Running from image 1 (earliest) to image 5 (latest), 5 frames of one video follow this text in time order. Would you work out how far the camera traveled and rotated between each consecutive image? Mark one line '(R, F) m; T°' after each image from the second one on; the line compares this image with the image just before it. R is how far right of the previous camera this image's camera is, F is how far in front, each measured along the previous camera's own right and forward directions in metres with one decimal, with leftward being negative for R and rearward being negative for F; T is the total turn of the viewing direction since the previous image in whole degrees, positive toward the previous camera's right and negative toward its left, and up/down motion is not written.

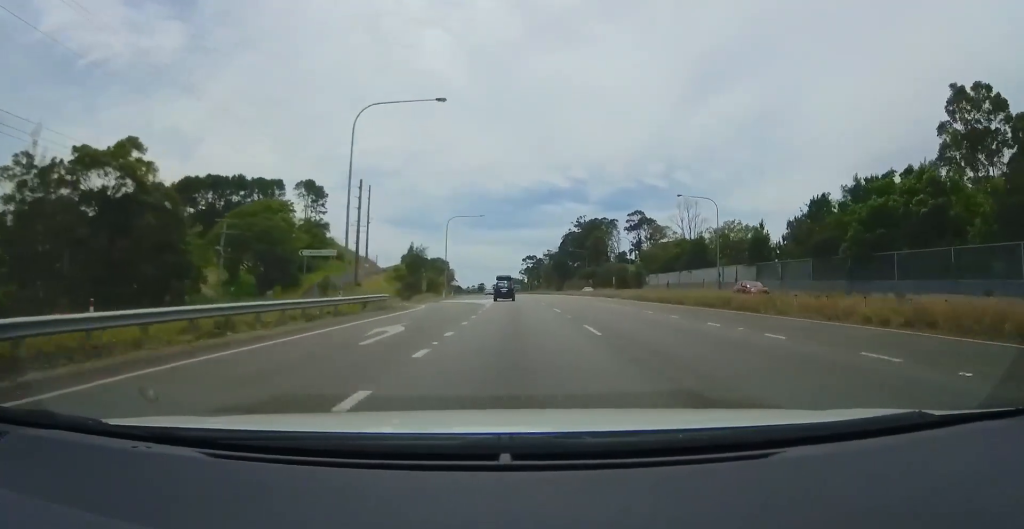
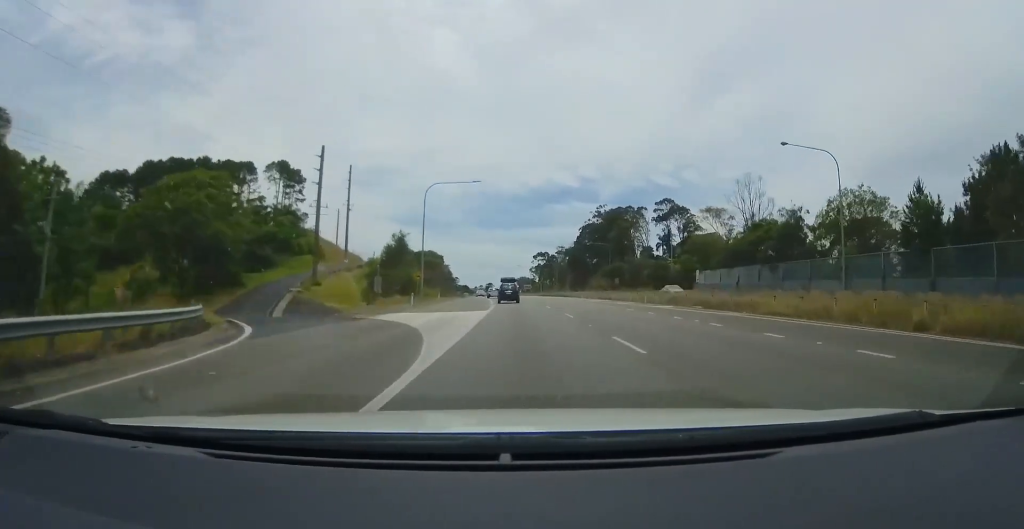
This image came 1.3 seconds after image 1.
(-0.2, +27.5) m; 0°
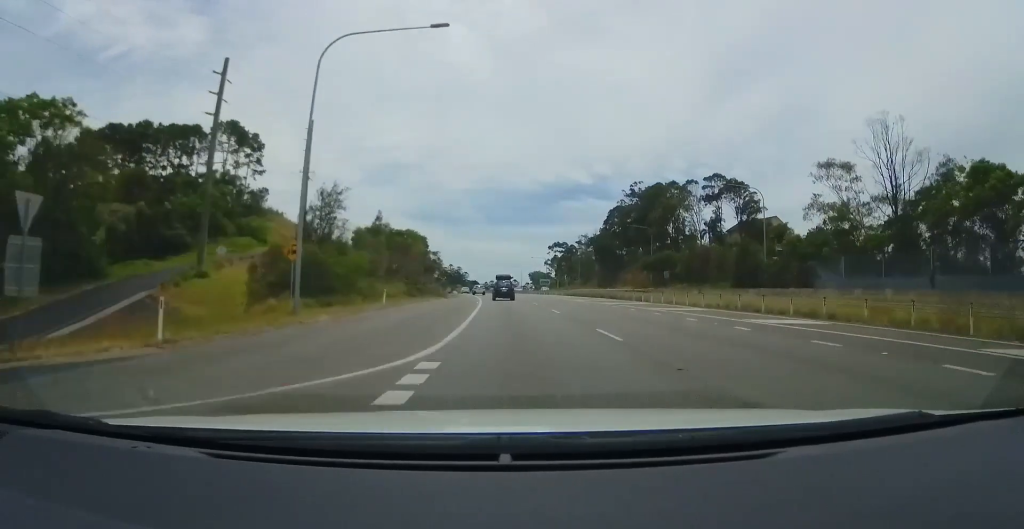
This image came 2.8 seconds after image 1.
(-0.2, +33.4) m; -2°
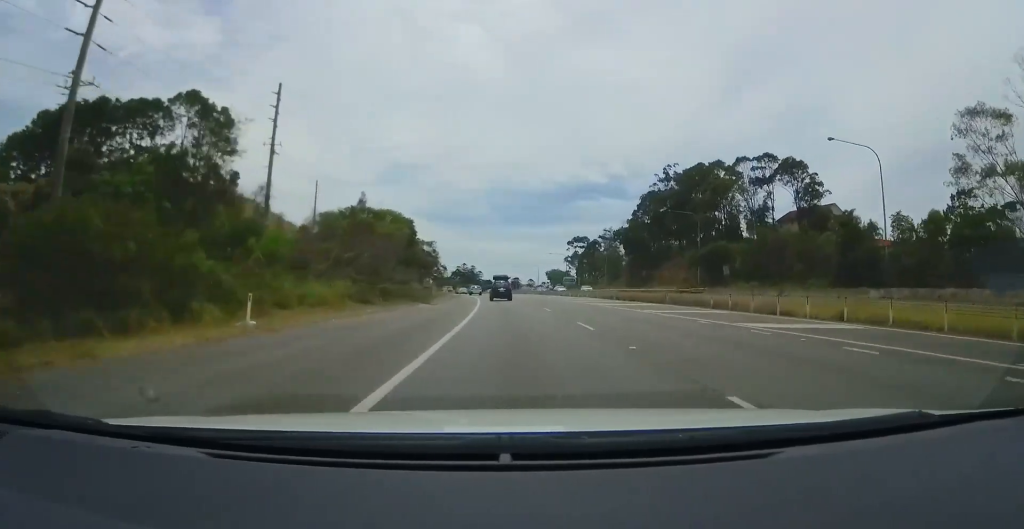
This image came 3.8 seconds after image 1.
(-0.6, +20.6) m; -3°
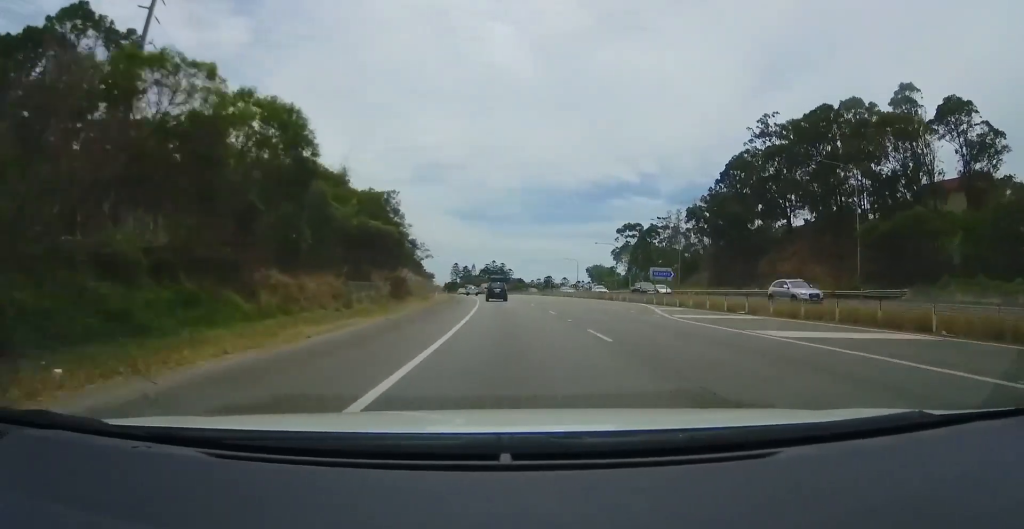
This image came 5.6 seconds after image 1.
(-0.6, +38.0) m; -2°
